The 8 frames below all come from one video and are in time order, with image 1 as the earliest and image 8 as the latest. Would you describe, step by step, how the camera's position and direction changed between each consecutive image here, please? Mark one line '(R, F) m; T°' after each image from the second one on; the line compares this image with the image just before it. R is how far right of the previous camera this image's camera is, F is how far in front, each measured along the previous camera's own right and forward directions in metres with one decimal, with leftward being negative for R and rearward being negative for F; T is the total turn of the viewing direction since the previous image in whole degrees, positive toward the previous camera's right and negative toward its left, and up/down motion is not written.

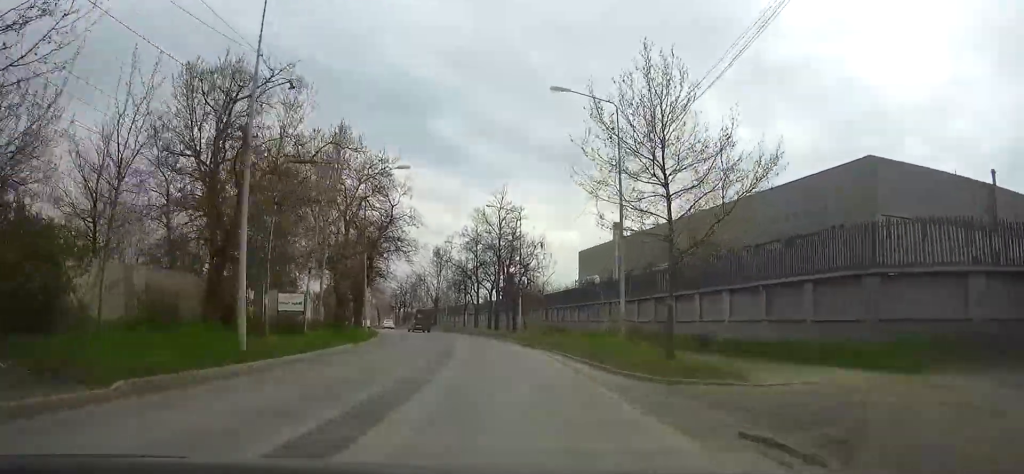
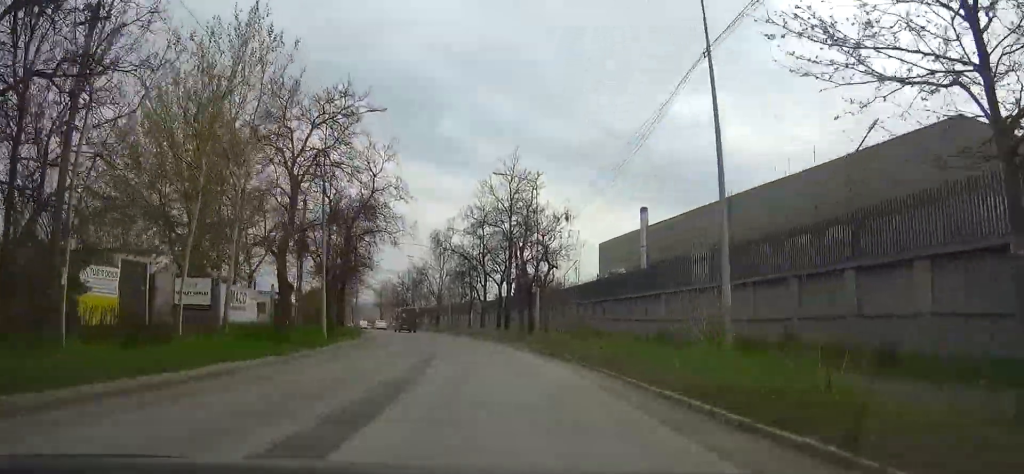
(-0.1, +12.0) m; -2°
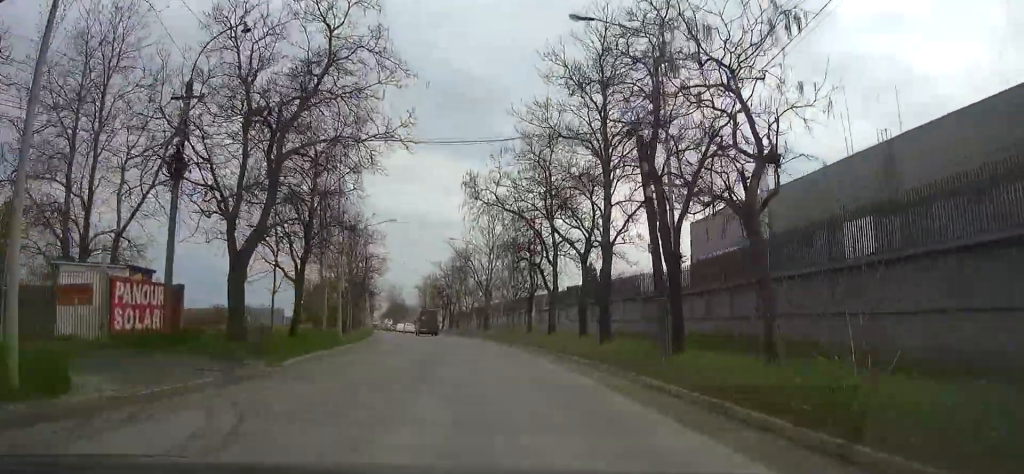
(-1.2, +23.7) m; -5°
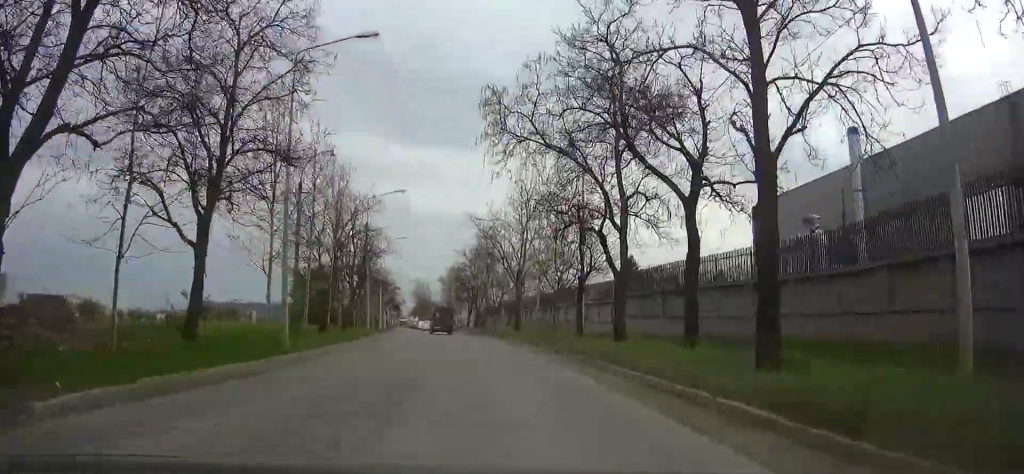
(0.0, +12.9) m; -2°
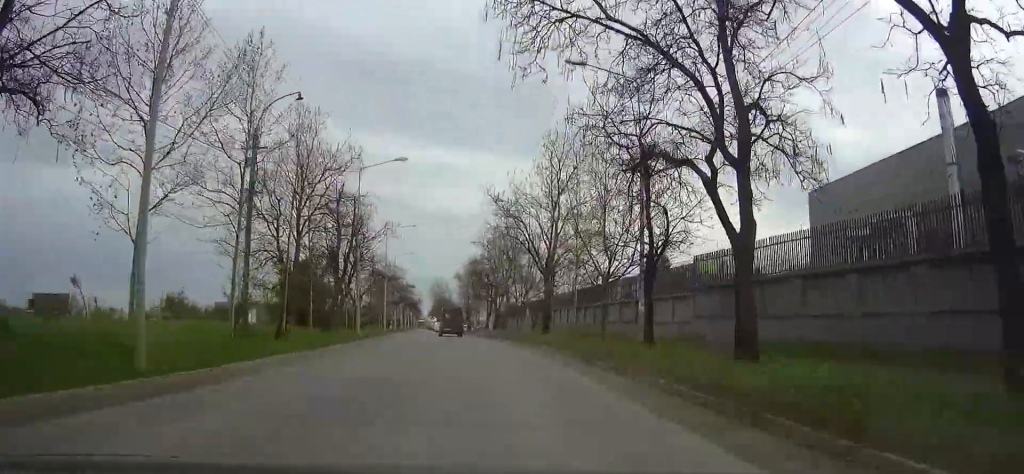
(-0.3, +10.4) m; -2°
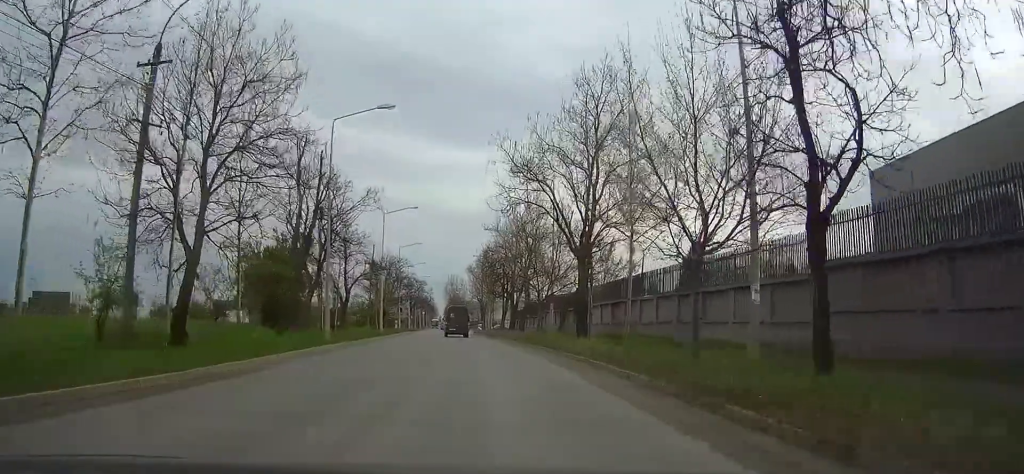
(-0.2, +10.2) m; -2°
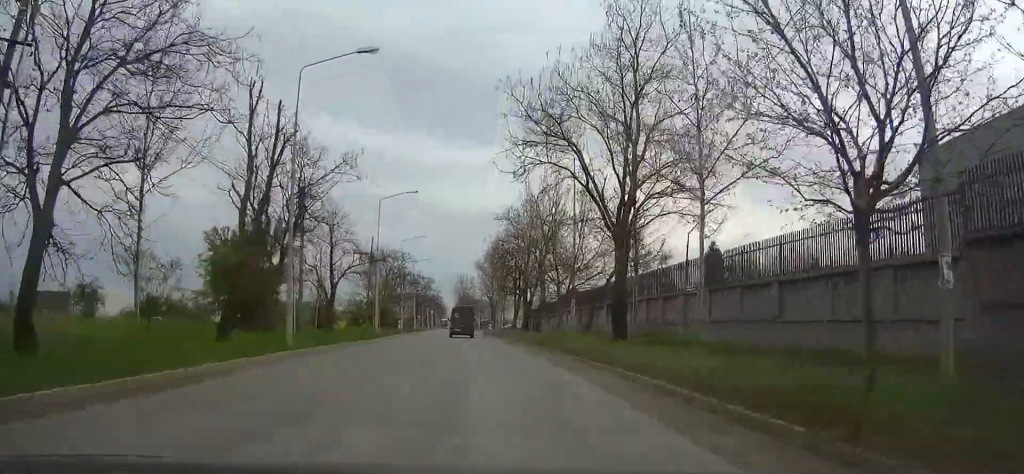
(0.0, +6.9) m; -1°
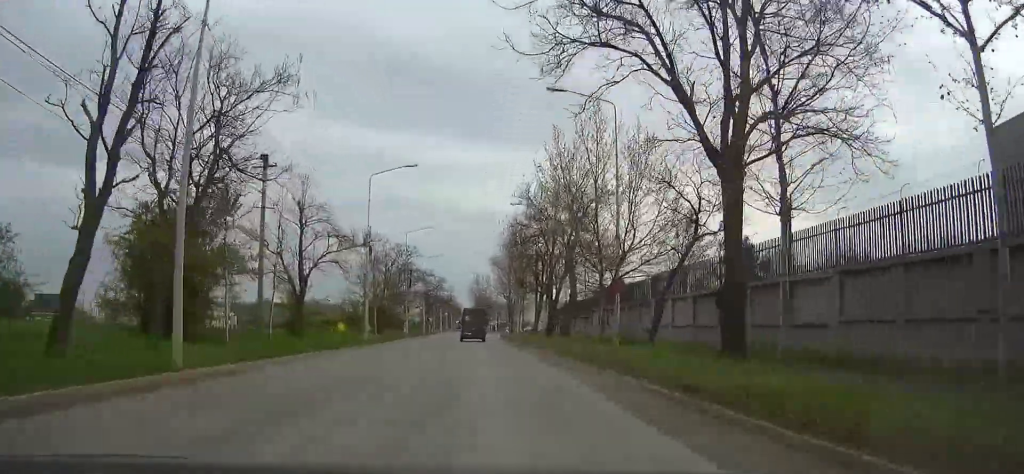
(-0.1, +9.4) m; -1°
